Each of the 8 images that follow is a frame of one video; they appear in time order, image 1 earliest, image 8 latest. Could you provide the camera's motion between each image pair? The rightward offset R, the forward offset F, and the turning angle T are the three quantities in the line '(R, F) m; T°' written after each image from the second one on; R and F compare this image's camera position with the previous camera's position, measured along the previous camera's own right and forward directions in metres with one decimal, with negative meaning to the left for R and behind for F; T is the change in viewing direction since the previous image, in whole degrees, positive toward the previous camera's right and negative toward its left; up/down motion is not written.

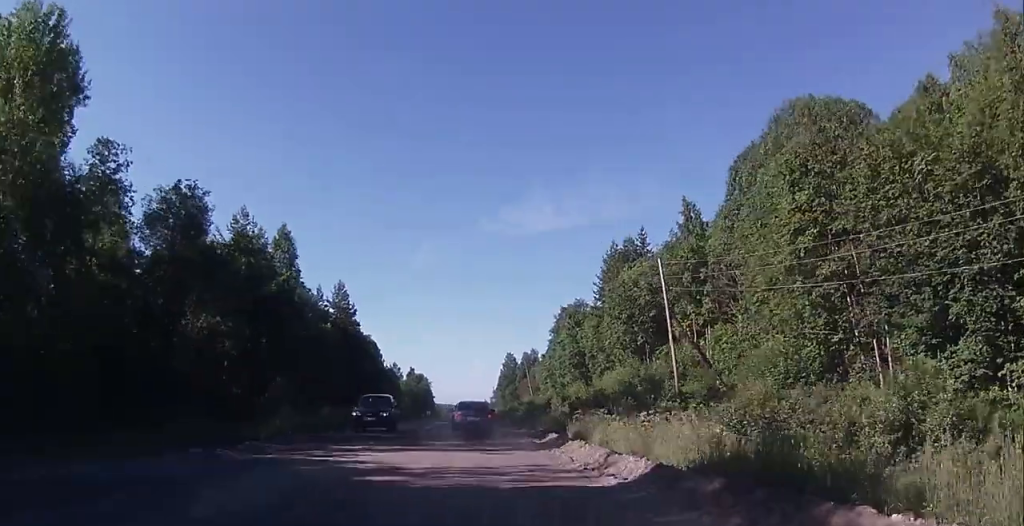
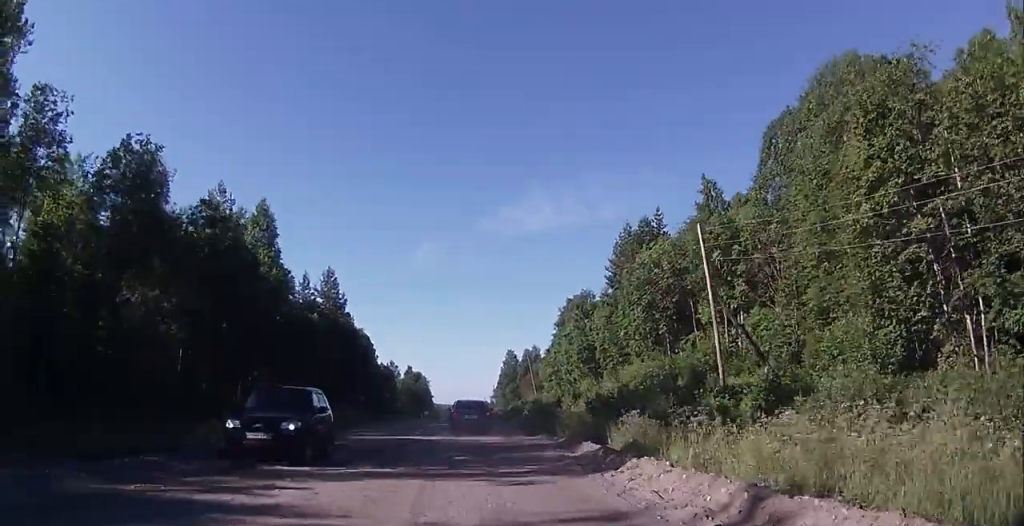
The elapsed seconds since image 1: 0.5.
(0.0, +7.1) m; 0°
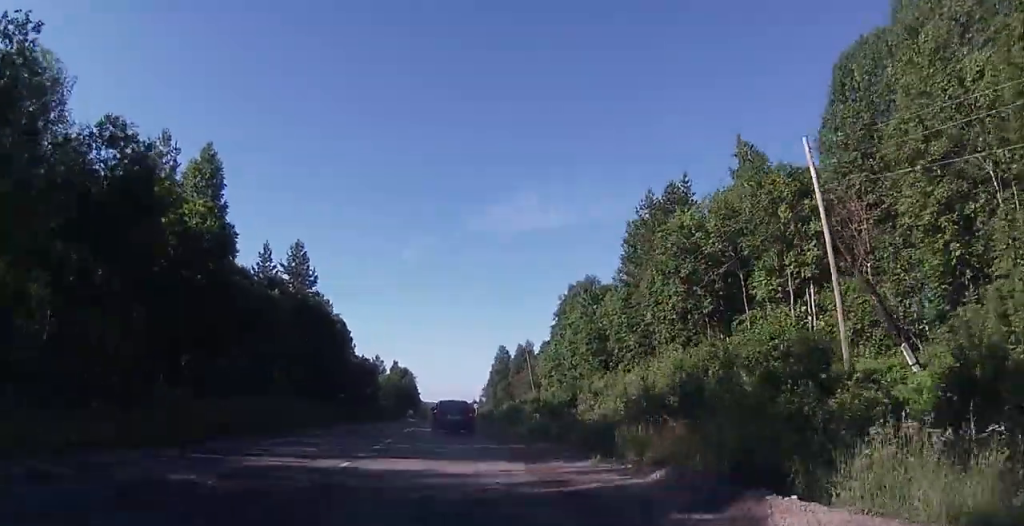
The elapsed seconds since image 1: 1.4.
(+0.1, +12.1) m; 0°
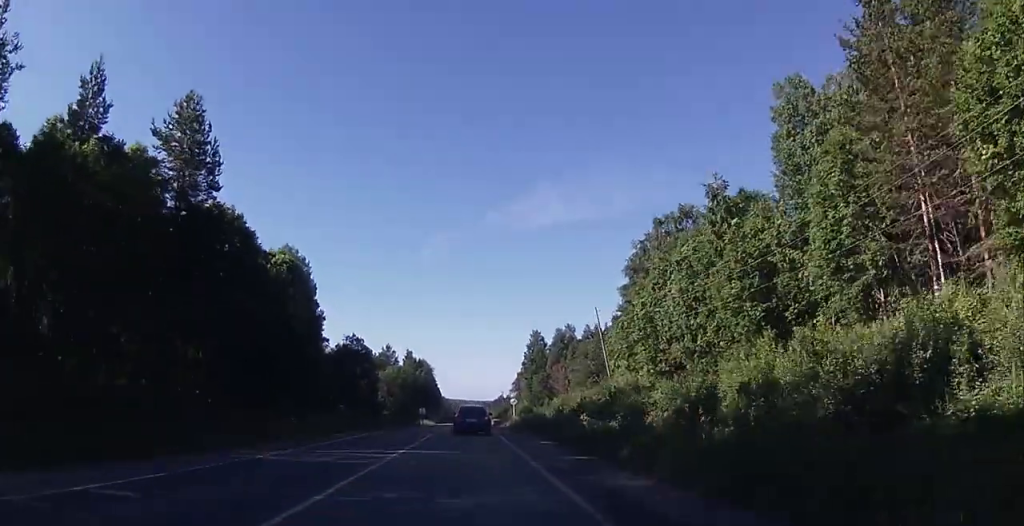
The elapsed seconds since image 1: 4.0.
(-0.3, +34.2) m; 0°
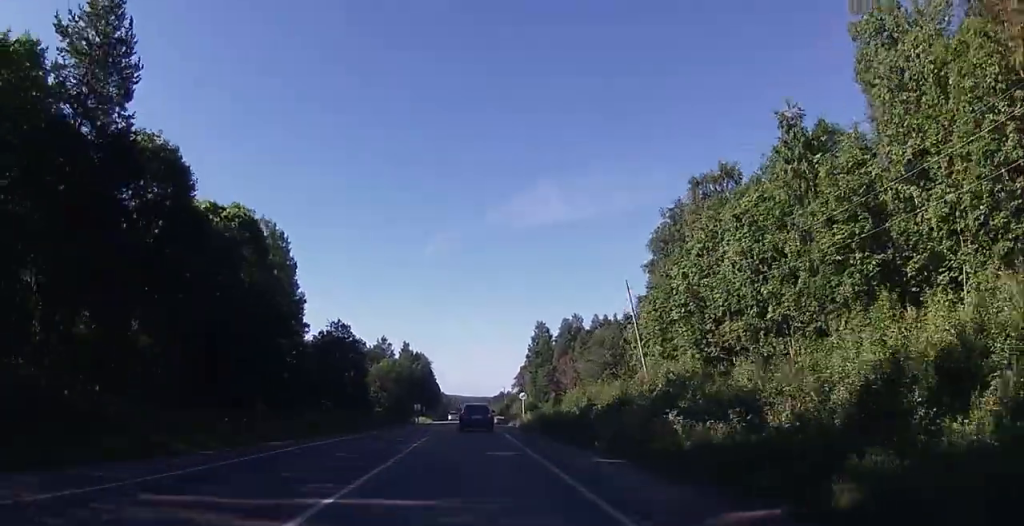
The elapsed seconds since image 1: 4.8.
(+0.1, +10.3) m; 0°
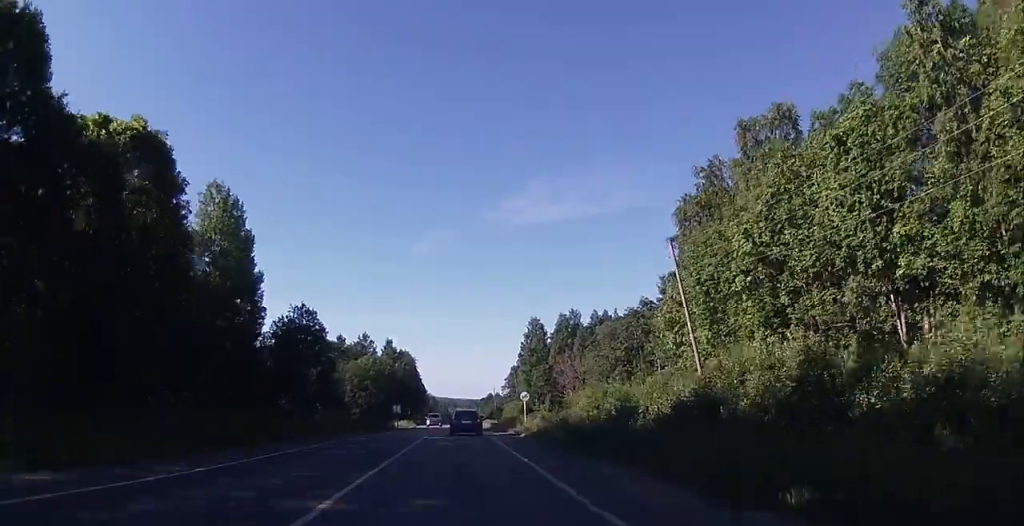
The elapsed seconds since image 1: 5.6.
(0.0, +11.7) m; 0°
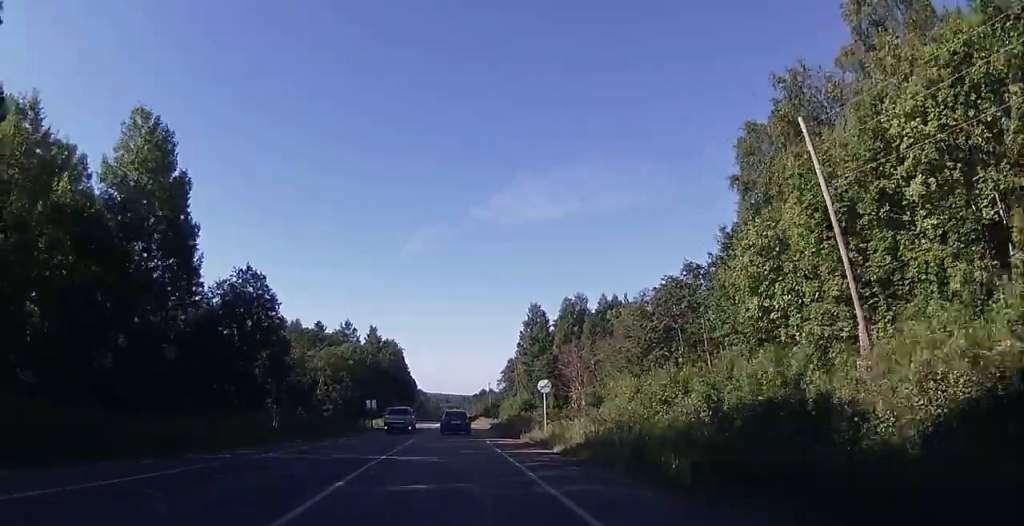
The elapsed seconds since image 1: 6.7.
(0.0, +14.1) m; +6°
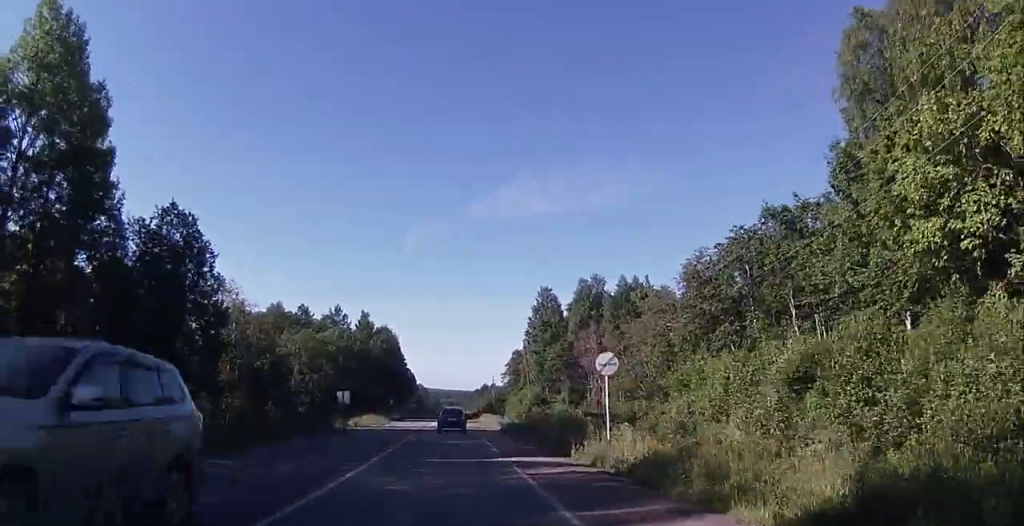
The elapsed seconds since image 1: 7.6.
(+1.5, +13.7) m; +3°
